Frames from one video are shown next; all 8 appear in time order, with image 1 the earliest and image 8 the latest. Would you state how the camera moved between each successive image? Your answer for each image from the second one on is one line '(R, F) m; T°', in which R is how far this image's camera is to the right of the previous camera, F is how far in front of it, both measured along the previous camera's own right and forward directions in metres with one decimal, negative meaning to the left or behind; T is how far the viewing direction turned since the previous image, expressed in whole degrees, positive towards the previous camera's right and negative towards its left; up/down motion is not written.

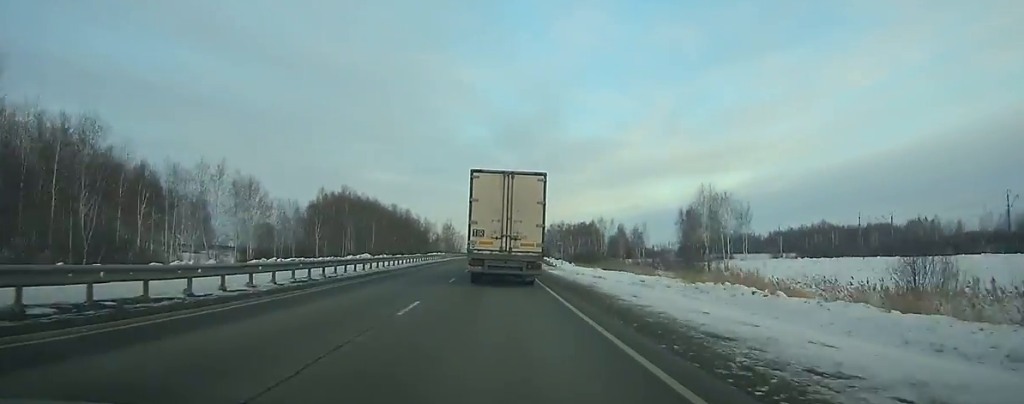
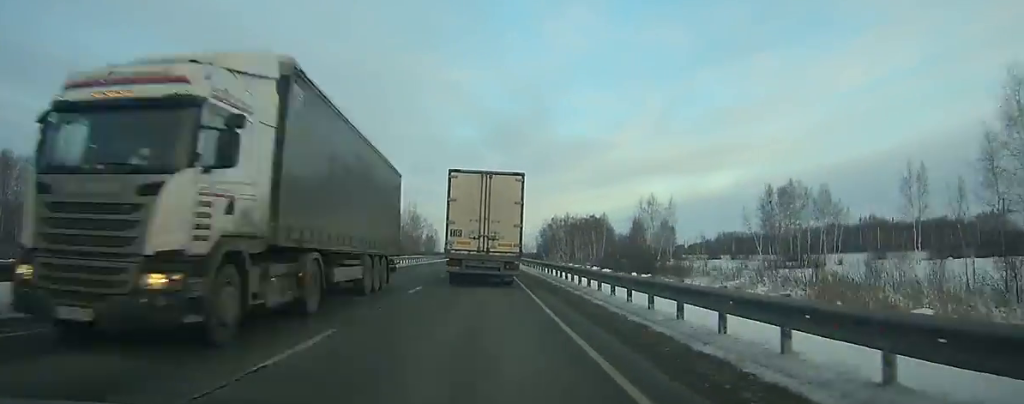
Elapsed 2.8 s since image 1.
(+0.2, +64.9) m; 0°
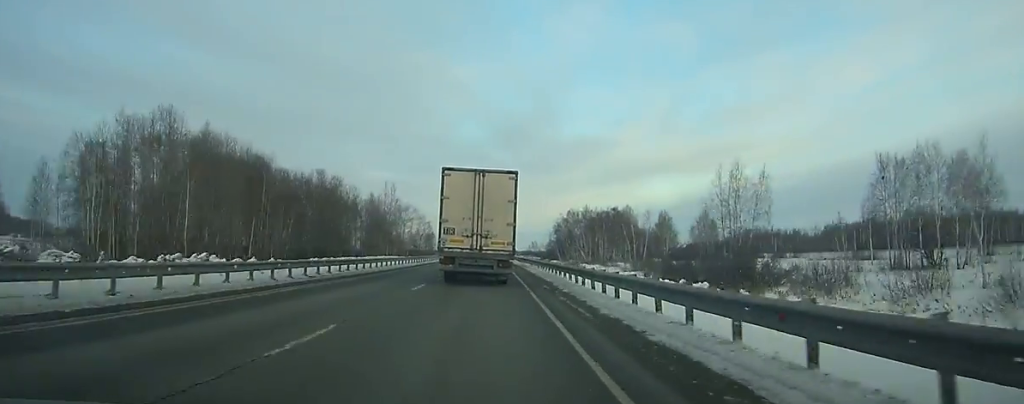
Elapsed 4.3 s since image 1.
(+0.2, +34.6) m; 0°
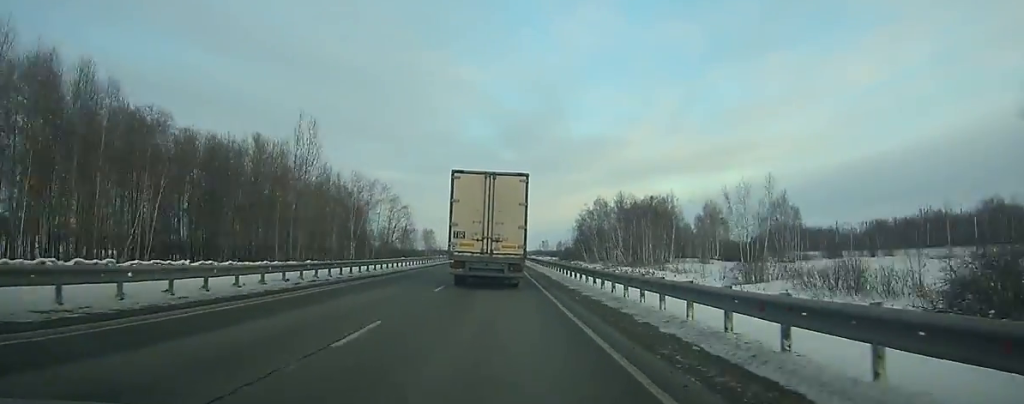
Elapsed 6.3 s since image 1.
(-0.4, +45.8) m; 0°
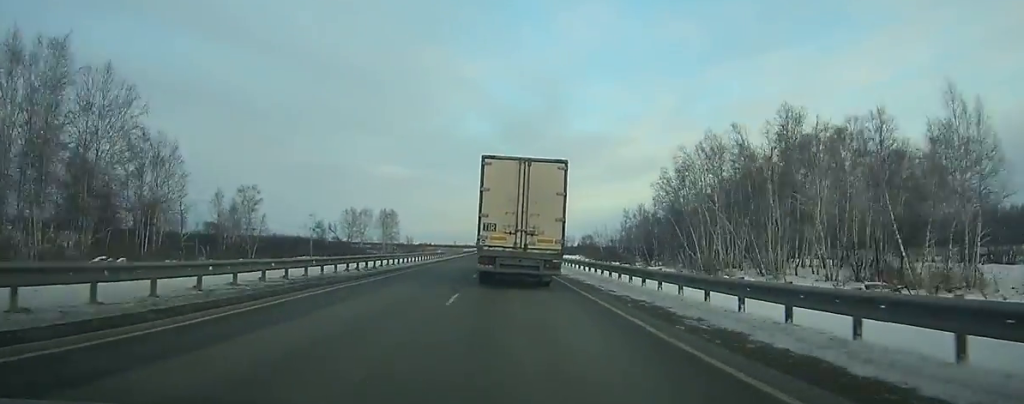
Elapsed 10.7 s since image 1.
(-0.4, +99.5) m; 0°
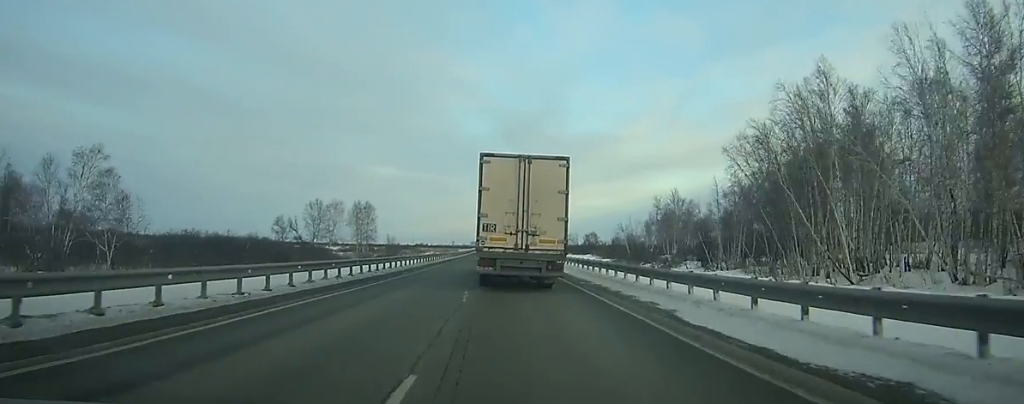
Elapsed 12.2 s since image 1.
(0.0, +33.4) m; 0°
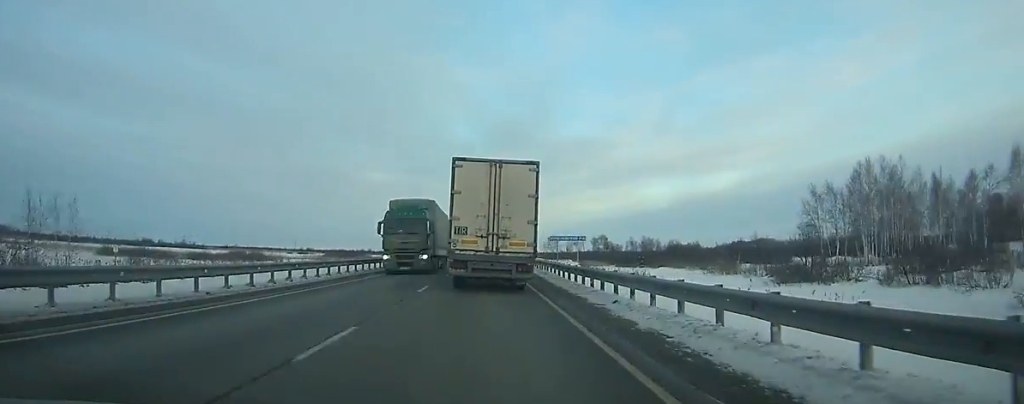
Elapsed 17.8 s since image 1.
(+1.0, +122.9) m; 0°
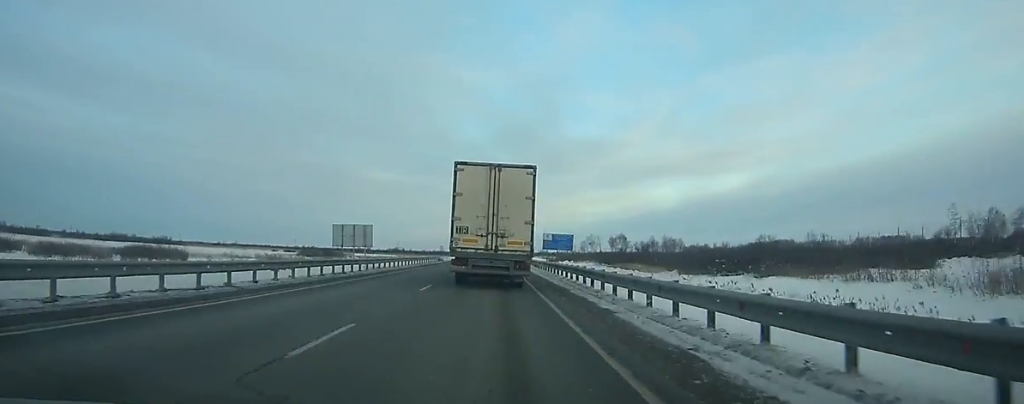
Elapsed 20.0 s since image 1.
(-0.2, +47.9) m; 0°
